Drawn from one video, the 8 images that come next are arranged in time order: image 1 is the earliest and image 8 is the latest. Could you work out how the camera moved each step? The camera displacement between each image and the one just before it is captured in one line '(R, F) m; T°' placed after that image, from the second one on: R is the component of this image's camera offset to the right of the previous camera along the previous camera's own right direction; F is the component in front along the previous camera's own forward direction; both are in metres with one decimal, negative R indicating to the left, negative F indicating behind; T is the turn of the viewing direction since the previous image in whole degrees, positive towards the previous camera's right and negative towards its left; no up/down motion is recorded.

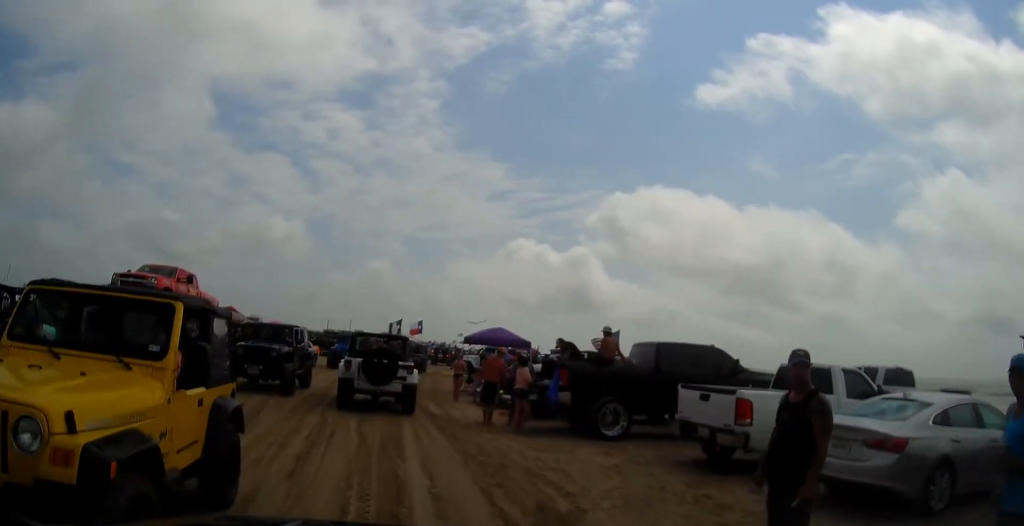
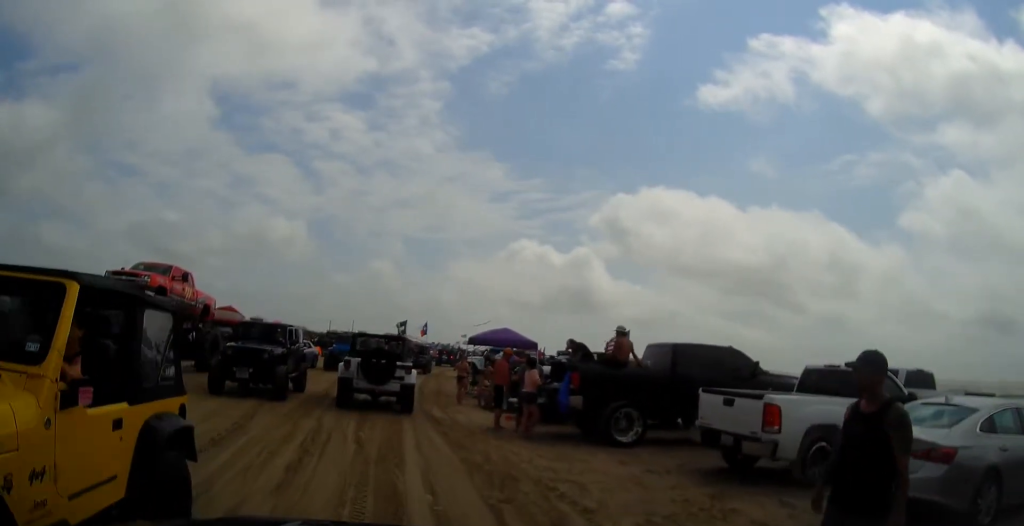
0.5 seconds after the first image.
(-0.1, +0.8) m; 0°
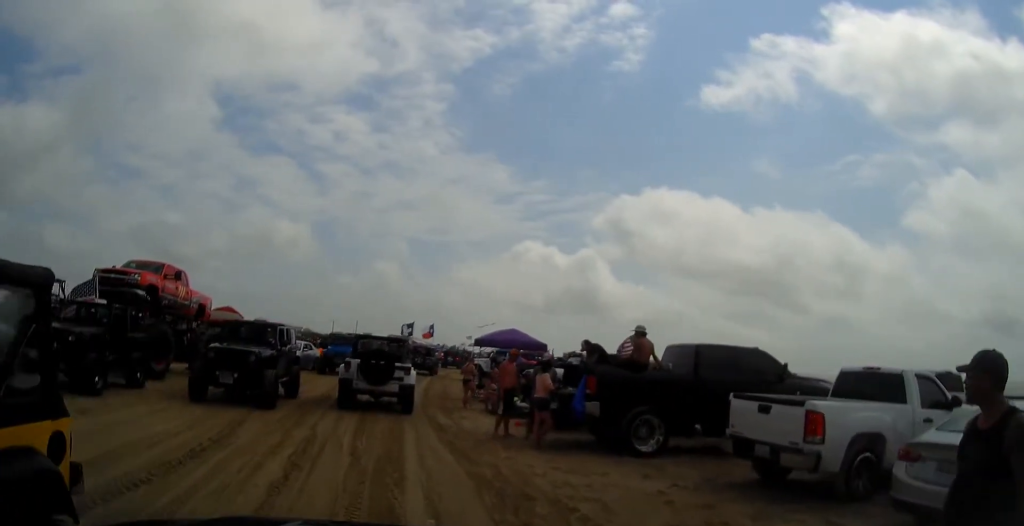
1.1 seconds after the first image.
(+0.1, +1.0) m; 0°
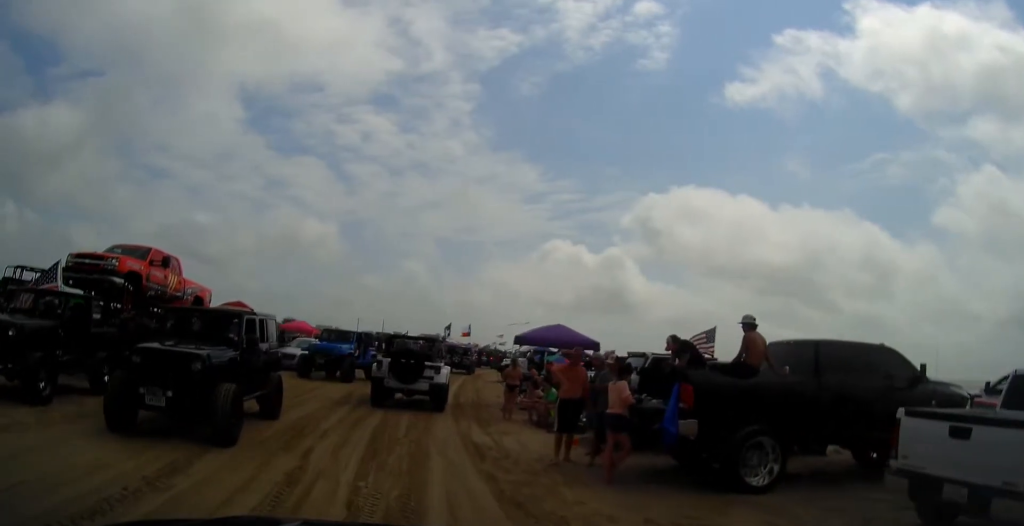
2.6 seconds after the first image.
(-0.2, +3.0) m; -11°
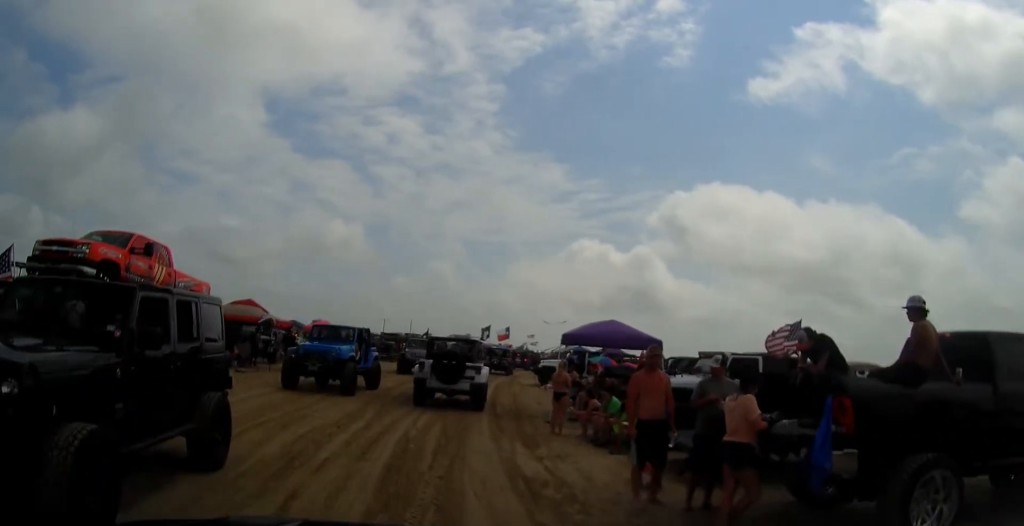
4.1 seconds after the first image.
(-0.1, +2.8) m; +2°
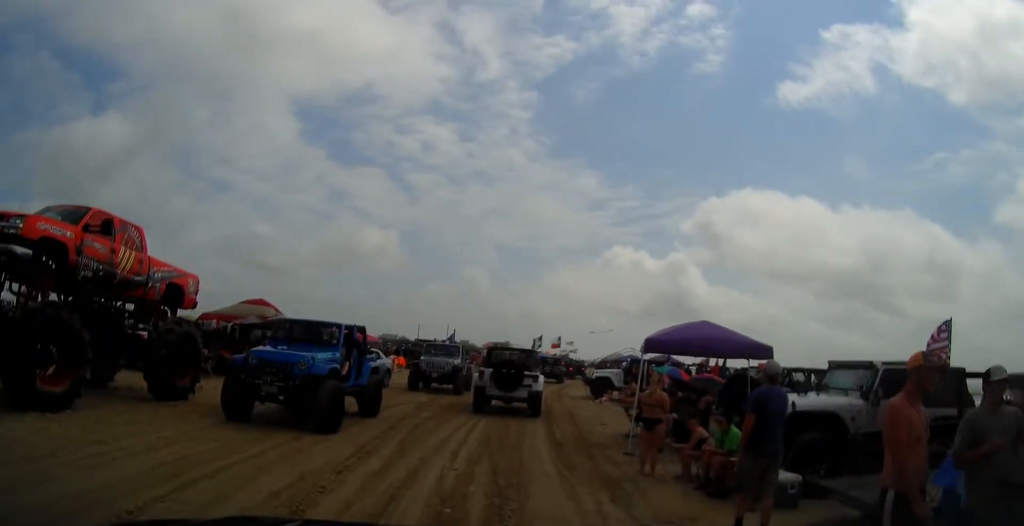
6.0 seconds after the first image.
(-0.1, +3.8) m; -4°
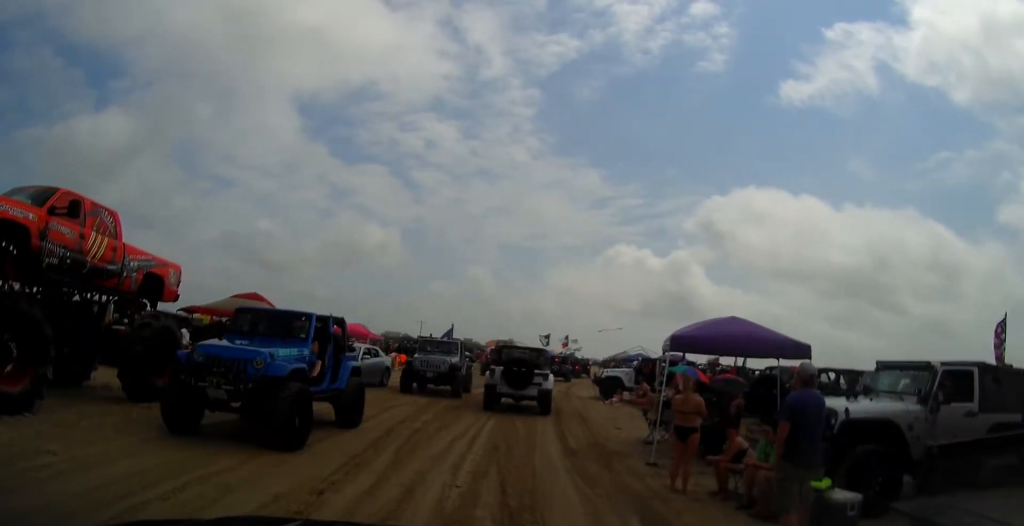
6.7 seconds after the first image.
(0.0, +1.3) m; +2°
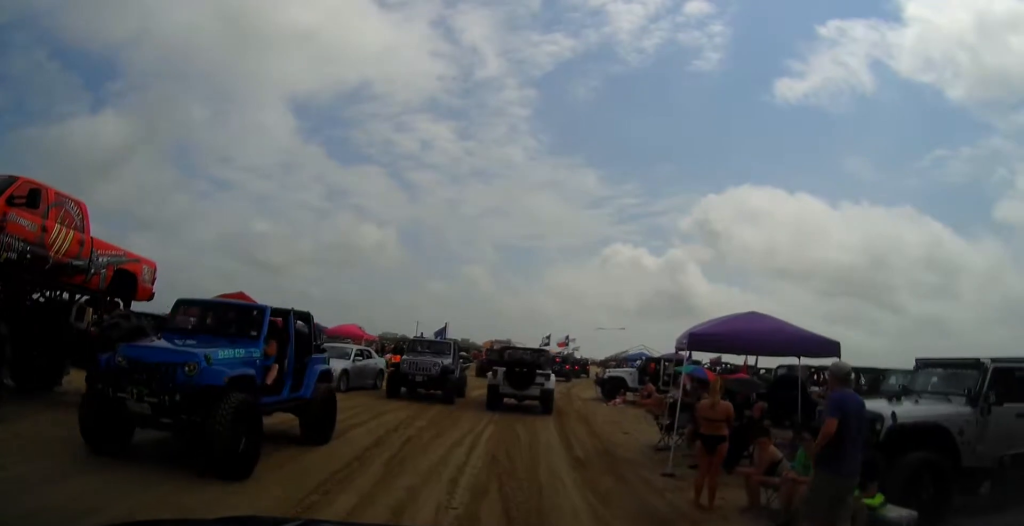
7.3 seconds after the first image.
(+0.1, +1.1) m; +4°
